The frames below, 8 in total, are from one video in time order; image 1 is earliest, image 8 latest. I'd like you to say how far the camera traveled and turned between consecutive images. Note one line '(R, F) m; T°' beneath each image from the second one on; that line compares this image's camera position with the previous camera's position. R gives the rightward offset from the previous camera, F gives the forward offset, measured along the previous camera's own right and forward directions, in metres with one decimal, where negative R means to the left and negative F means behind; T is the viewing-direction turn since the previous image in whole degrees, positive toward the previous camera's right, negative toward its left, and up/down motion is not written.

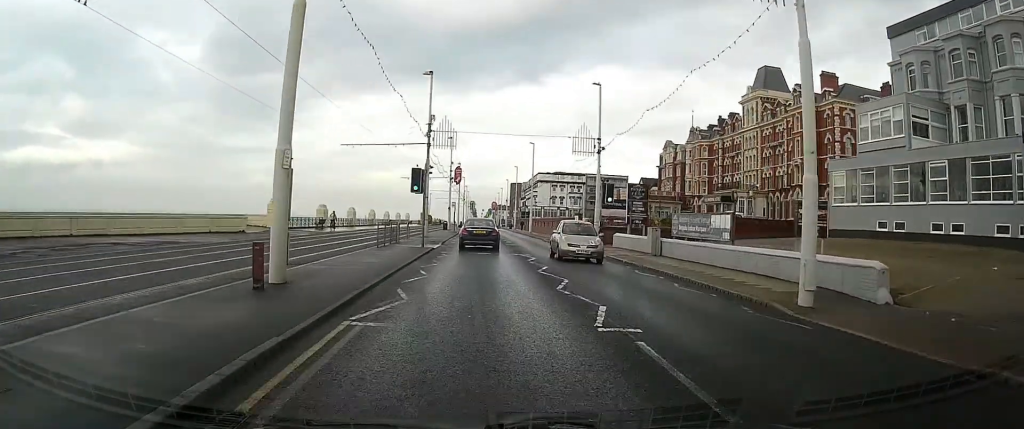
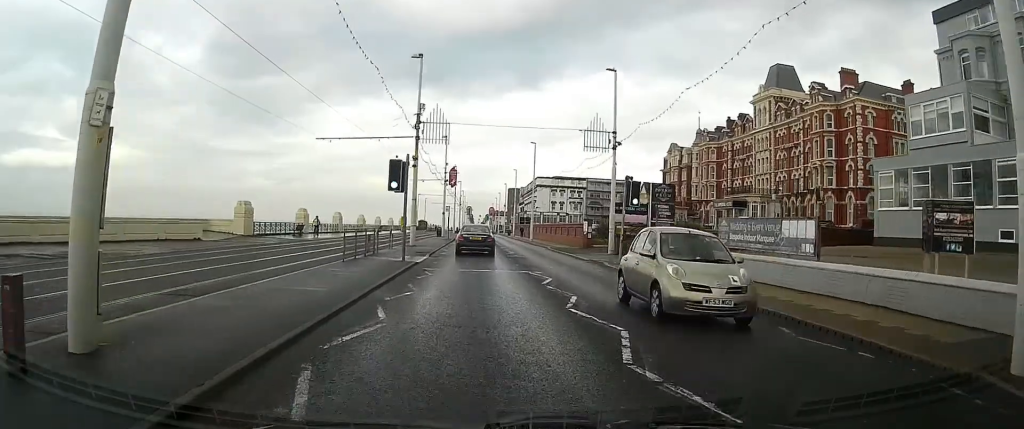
(0.0, +6.0) m; 0°
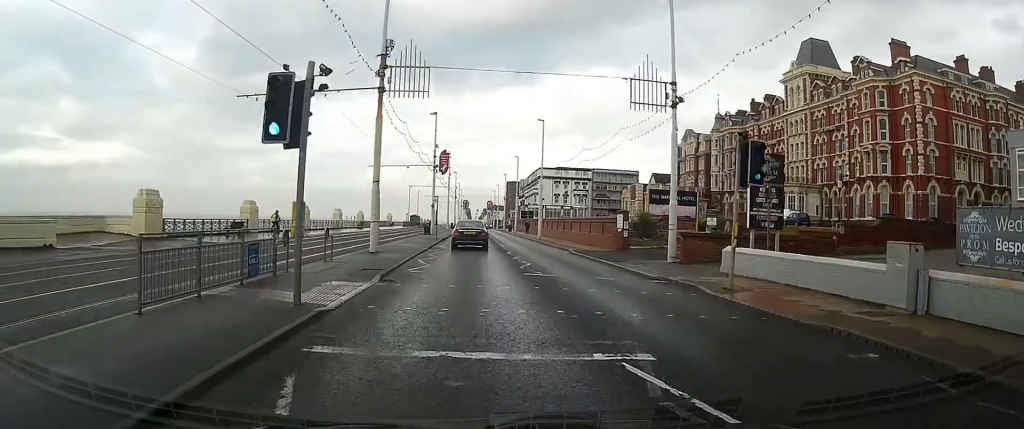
(0.0, +12.7) m; -1°
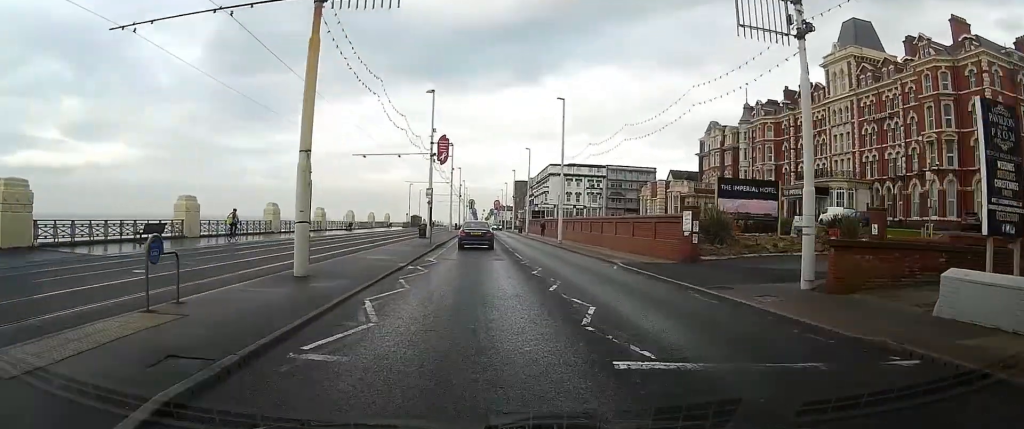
(-0.1, +10.8) m; -1°
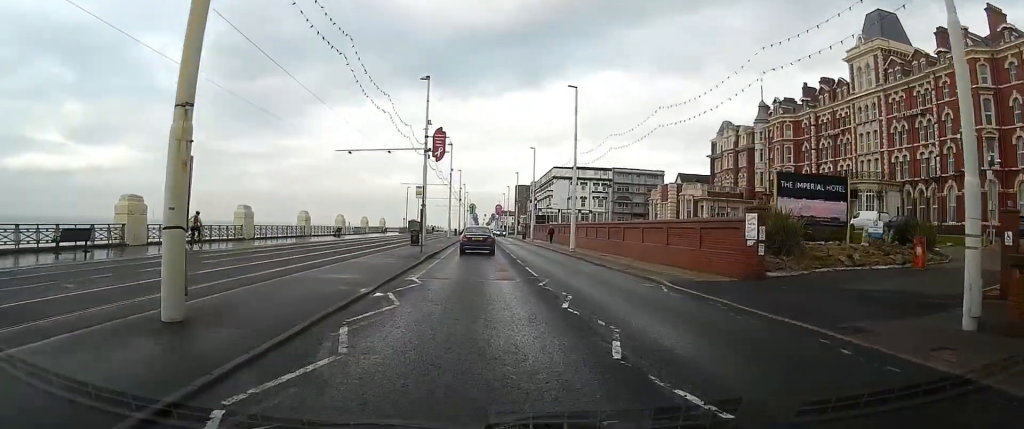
(-0.1, +6.2) m; 0°
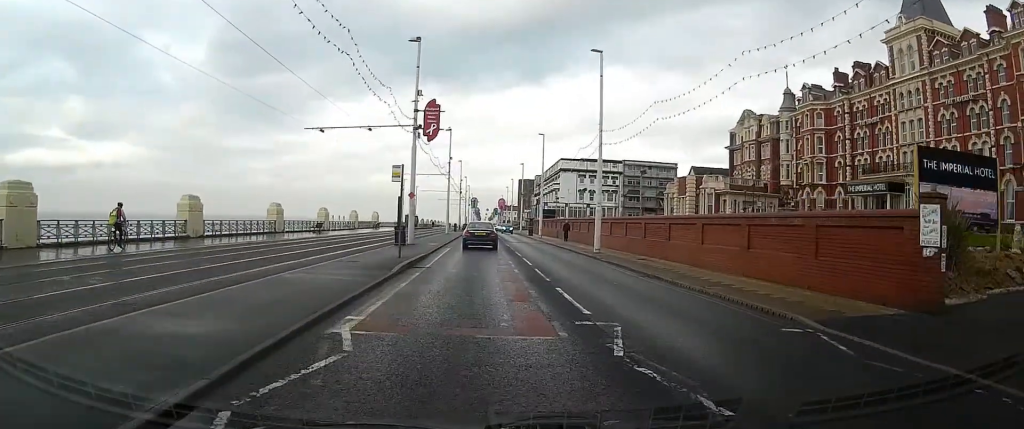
(-0.1, +8.6) m; 0°
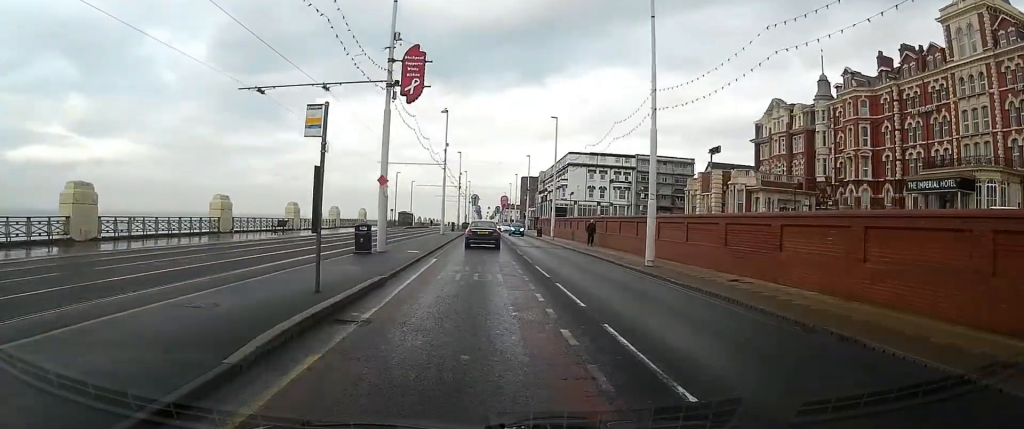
(0.0, +10.7) m; 0°
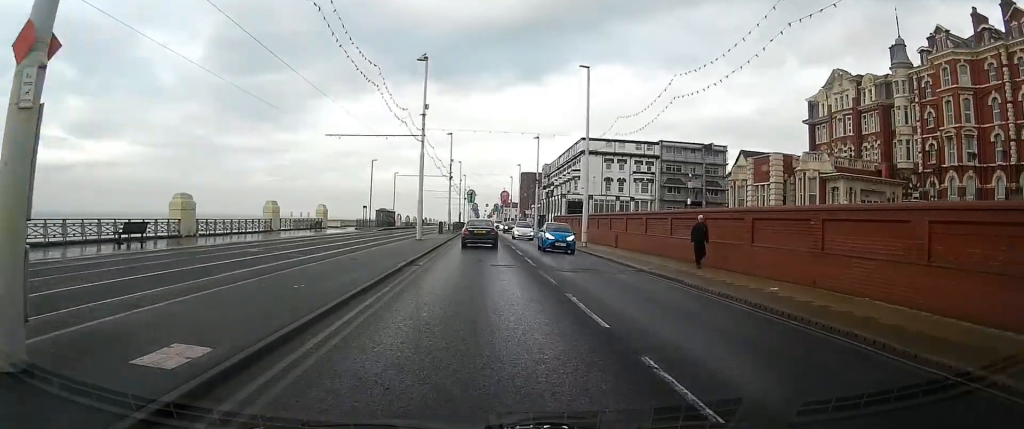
(+0.2, +19.3) m; +1°
